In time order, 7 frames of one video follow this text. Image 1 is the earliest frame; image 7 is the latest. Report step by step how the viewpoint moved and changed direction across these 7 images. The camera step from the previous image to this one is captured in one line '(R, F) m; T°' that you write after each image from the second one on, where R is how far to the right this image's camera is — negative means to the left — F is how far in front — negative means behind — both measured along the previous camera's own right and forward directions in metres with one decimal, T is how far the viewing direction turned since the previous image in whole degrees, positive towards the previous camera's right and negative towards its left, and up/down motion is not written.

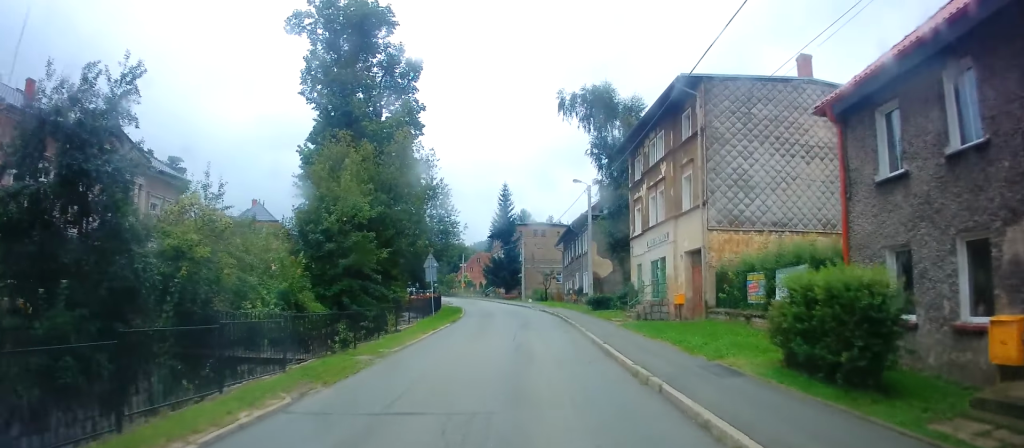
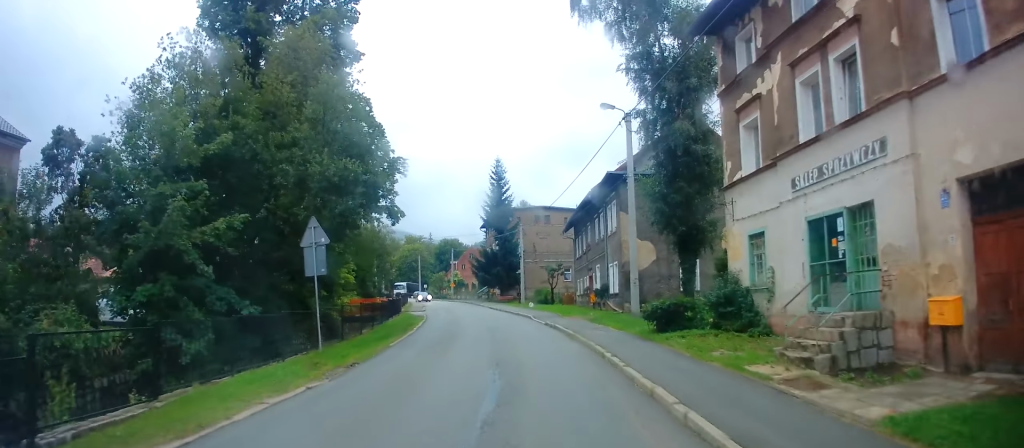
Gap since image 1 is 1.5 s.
(+0.7, +17.0) m; +2°
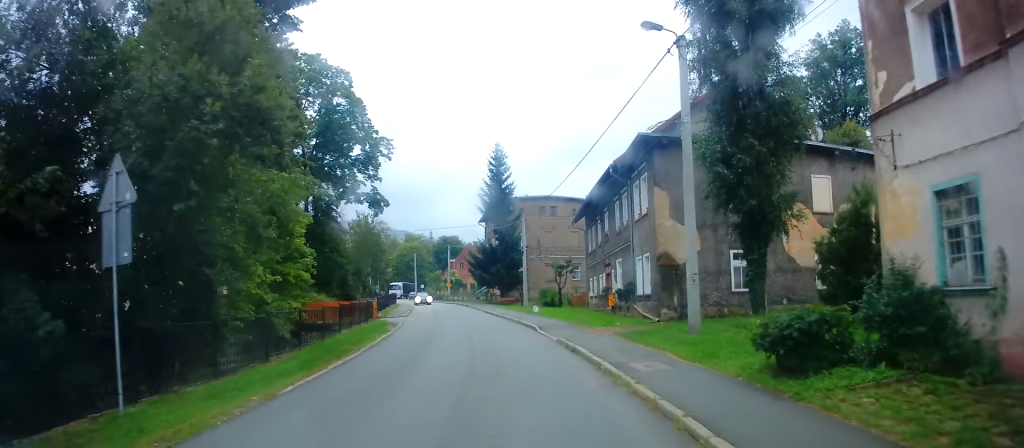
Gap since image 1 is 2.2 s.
(-0.3, +8.1) m; -3°
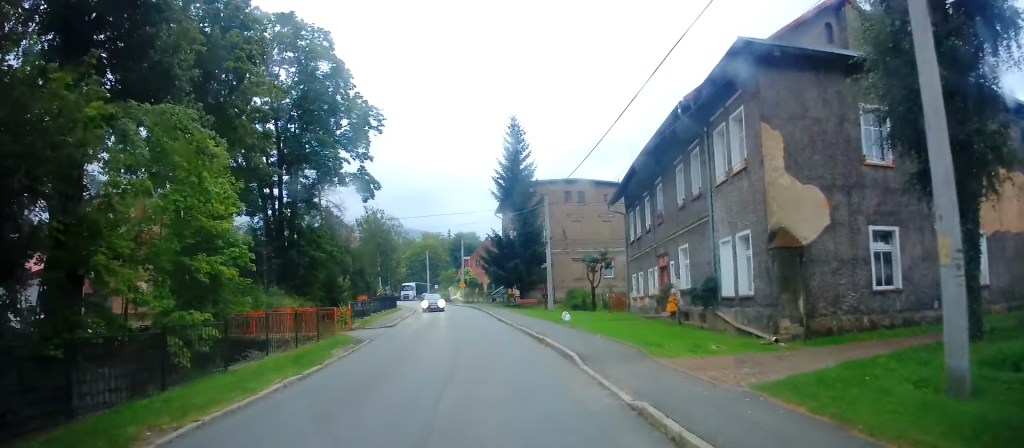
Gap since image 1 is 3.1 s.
(-0.3, +10.1) m; -1°
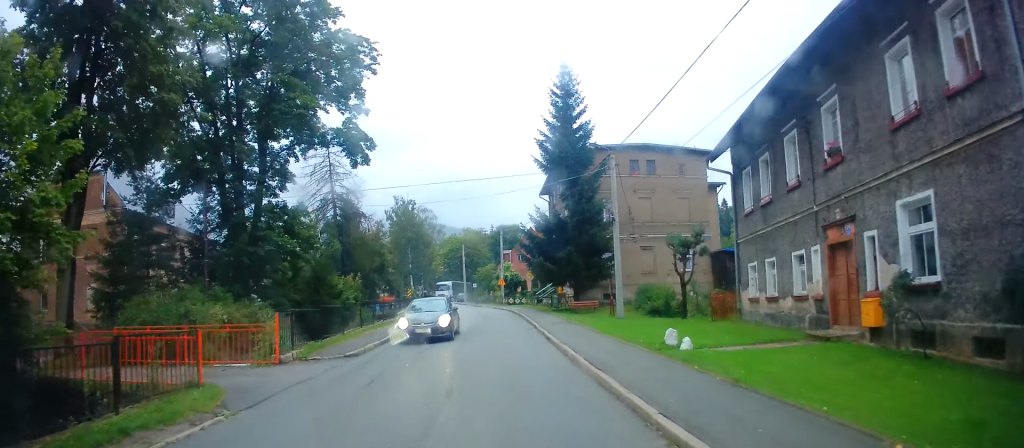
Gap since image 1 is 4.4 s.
(-0.1, +12.8) m; -6°
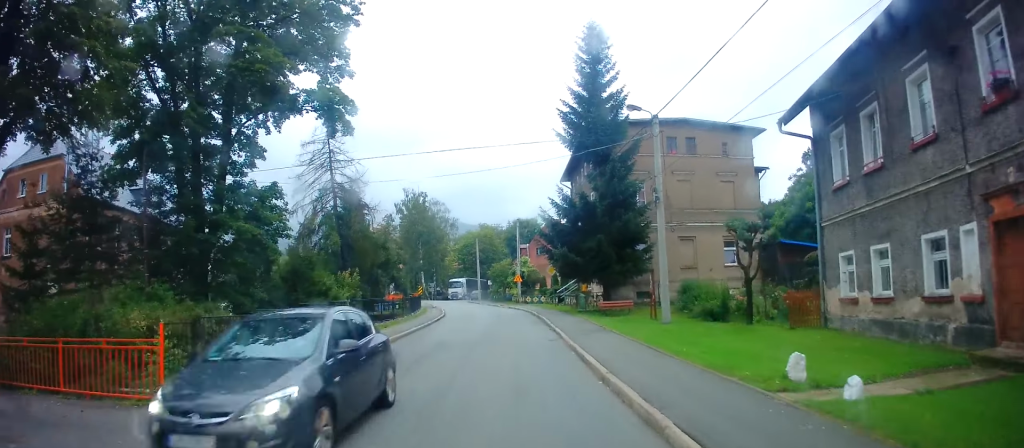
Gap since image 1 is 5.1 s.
(-0.5, +5.9) m; -4°
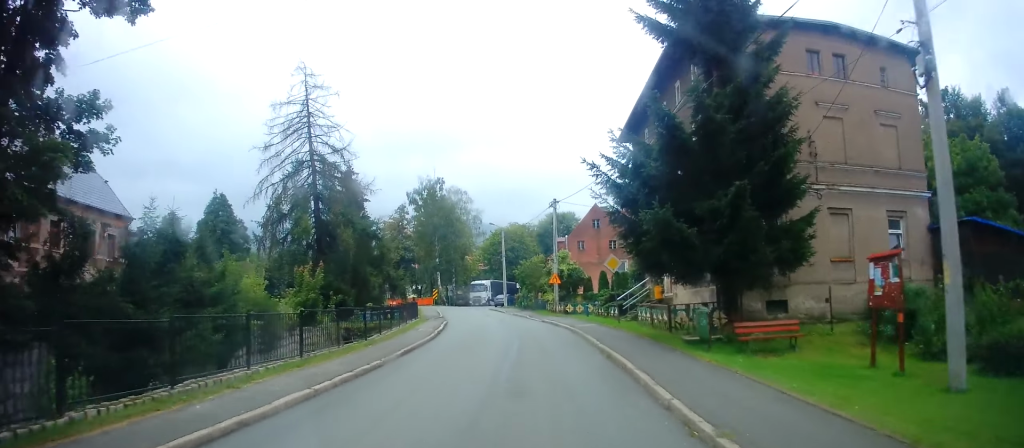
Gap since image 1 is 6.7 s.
(-0.2, +14.5) m; 0°
